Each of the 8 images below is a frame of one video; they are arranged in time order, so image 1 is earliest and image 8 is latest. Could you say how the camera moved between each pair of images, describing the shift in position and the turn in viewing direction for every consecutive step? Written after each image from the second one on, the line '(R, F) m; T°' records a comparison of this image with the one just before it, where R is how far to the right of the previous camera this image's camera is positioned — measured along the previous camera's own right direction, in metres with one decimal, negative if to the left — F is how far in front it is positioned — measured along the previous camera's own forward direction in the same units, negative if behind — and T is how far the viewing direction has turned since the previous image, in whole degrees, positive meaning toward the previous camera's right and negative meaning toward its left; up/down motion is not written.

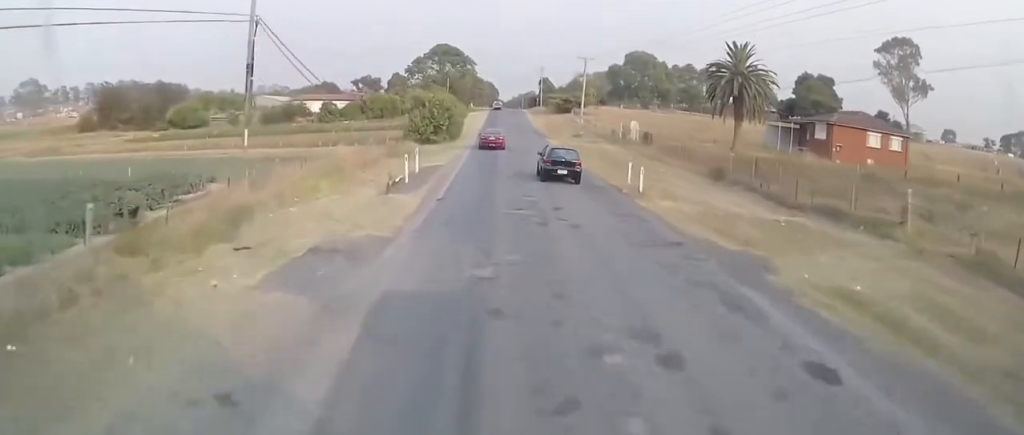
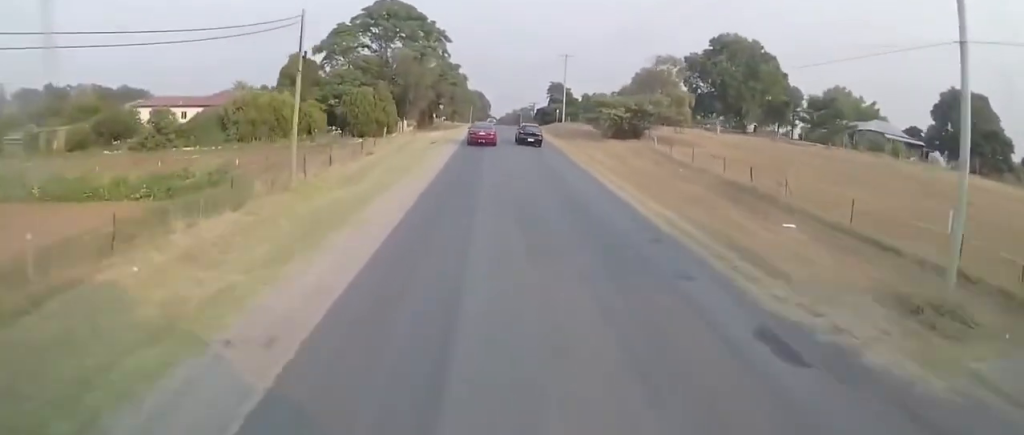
(-0.5, +55.9) m; +1°
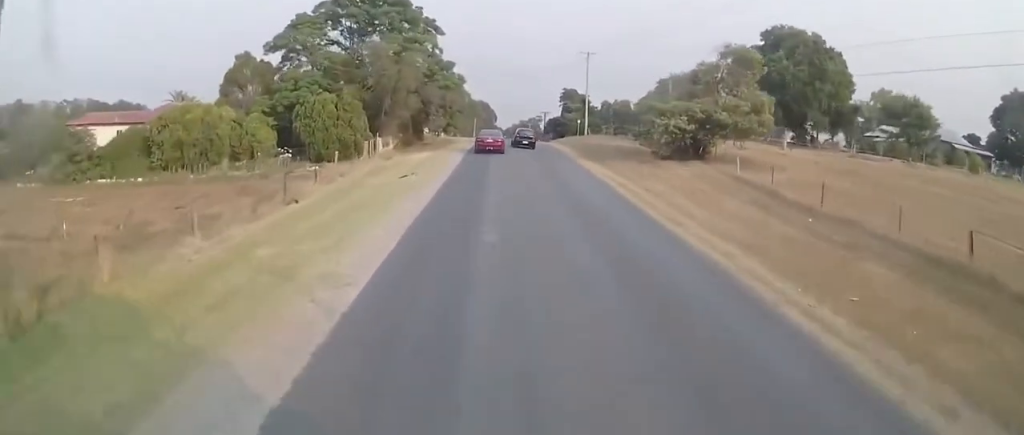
(0.0, +14.3) m; -1°
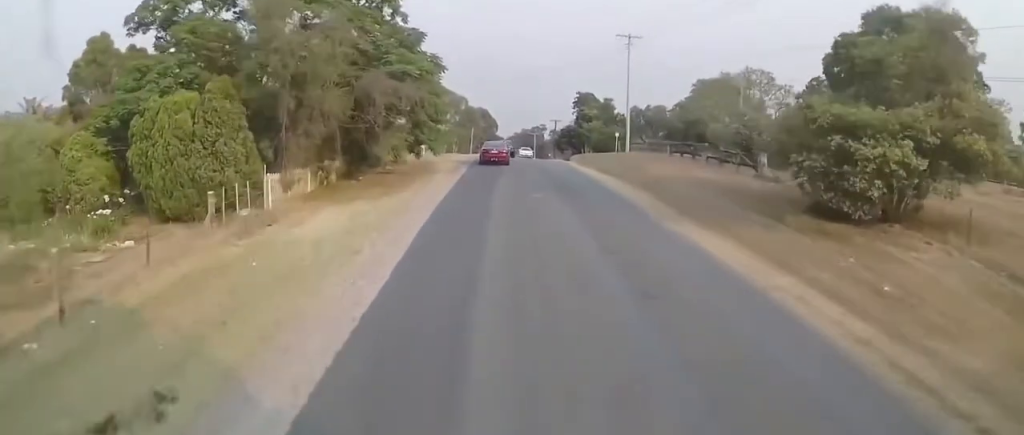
(-0.4, +18.0) m; -1°
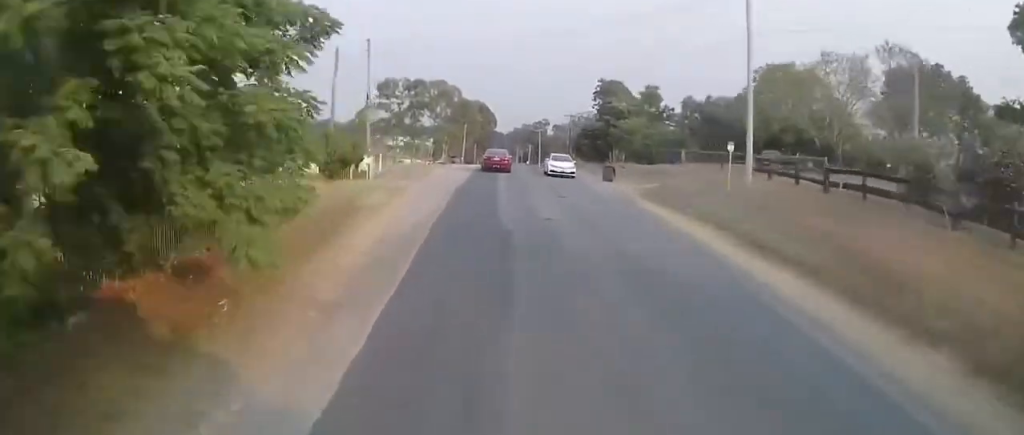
(+0.5, +22.2) m; +3°
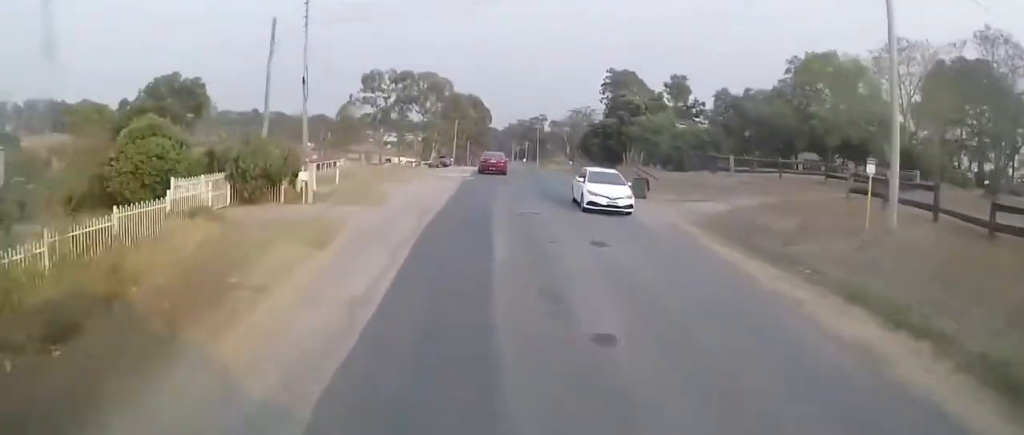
(+0.1, +9.5) m; 0°
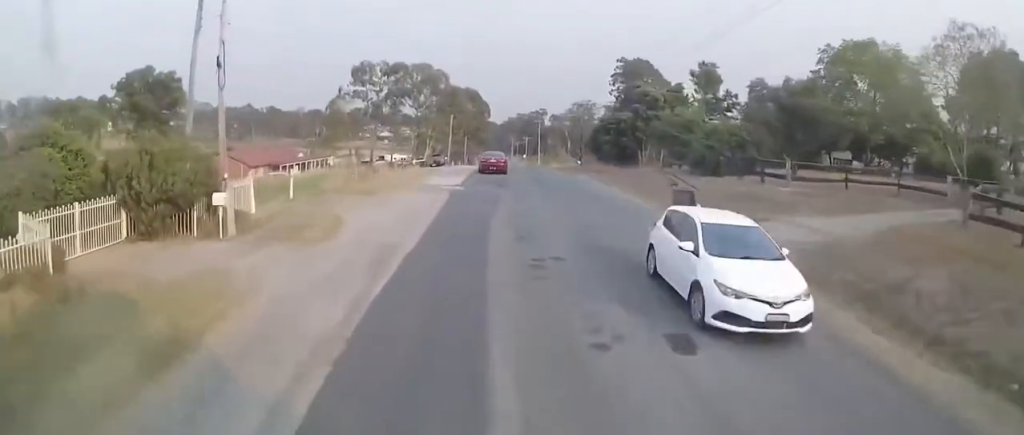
(0.0, +6.6) m; 0°
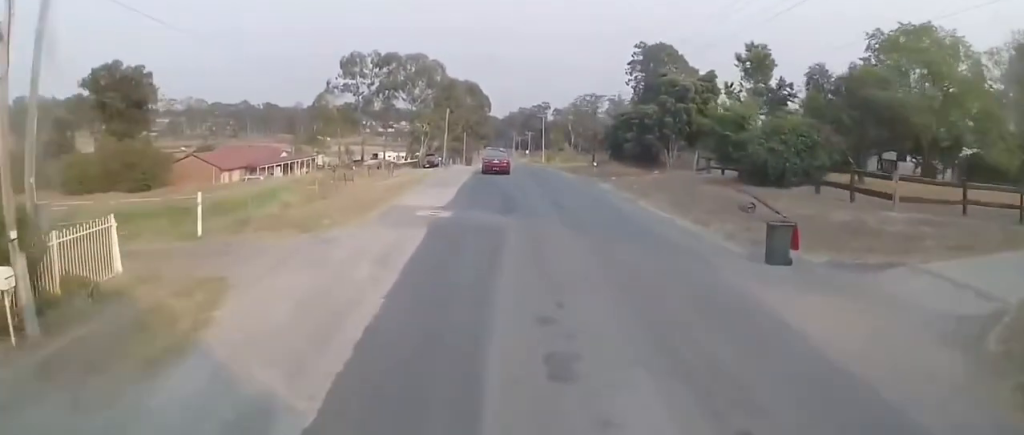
(0.0, +7.6) m; 0°
